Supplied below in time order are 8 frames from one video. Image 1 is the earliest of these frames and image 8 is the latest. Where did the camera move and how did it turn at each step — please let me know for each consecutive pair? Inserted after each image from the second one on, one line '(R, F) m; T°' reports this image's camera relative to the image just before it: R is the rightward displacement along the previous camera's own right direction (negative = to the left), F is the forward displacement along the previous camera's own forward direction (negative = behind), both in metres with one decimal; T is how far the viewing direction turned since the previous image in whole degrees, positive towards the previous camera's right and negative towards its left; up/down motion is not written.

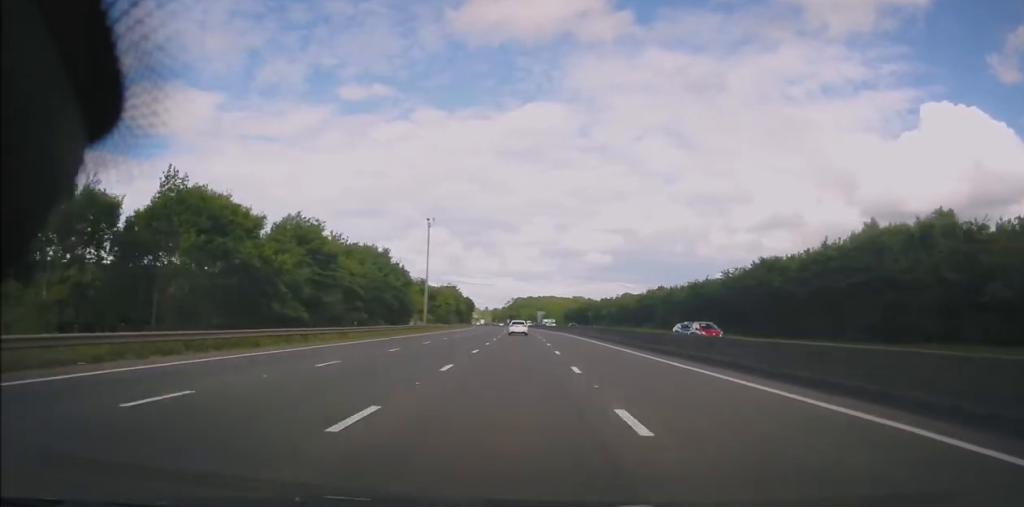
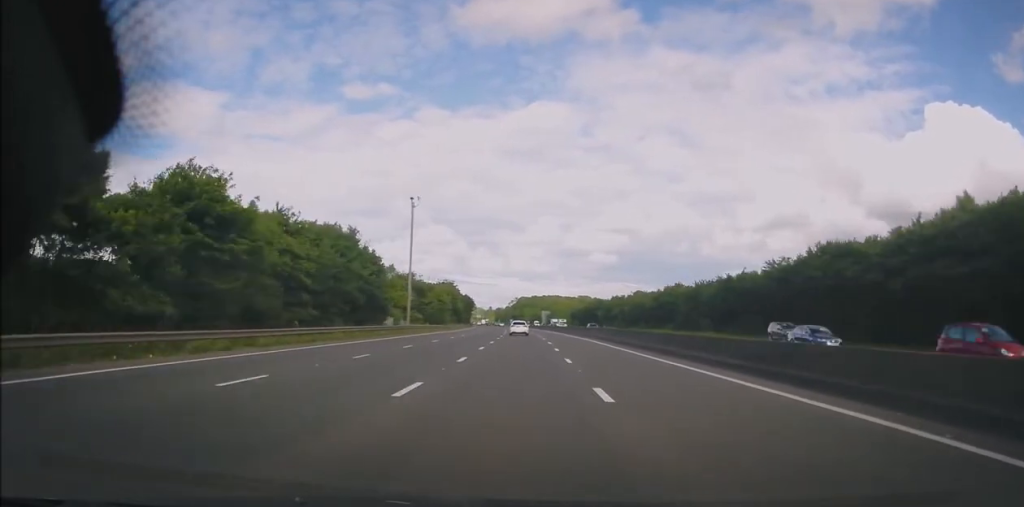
(-0.1, +14.4) m; -1°
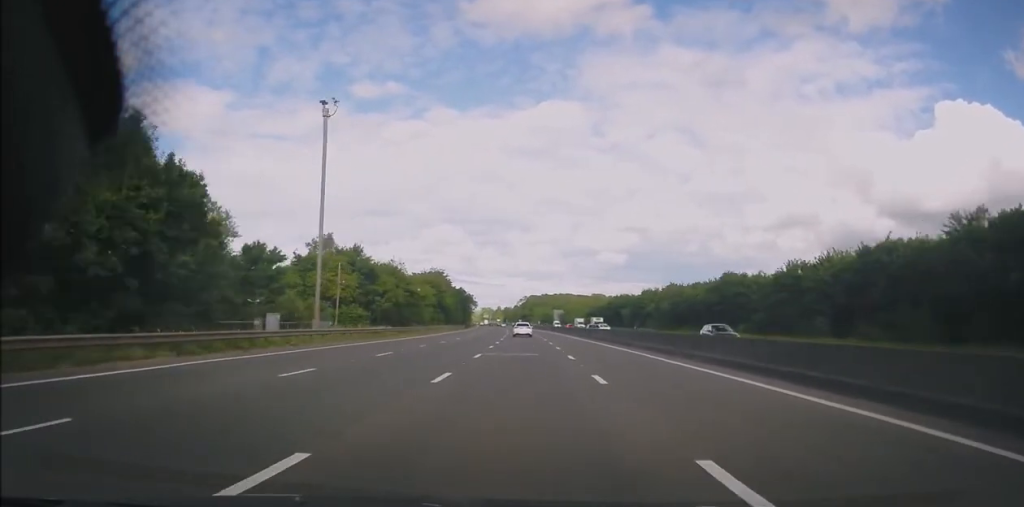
(-0.5, +32.3) m; -1°
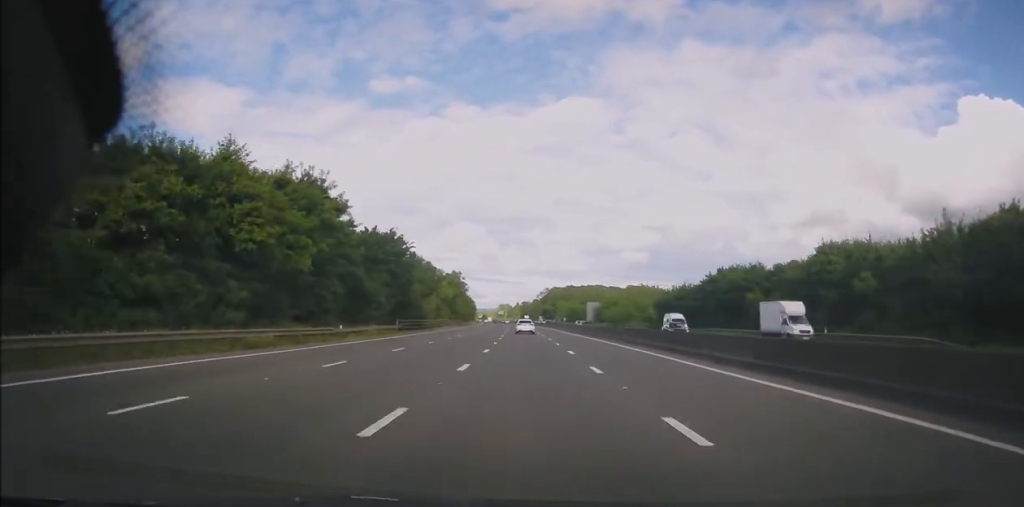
(-0.5, +76.1) m; -1°
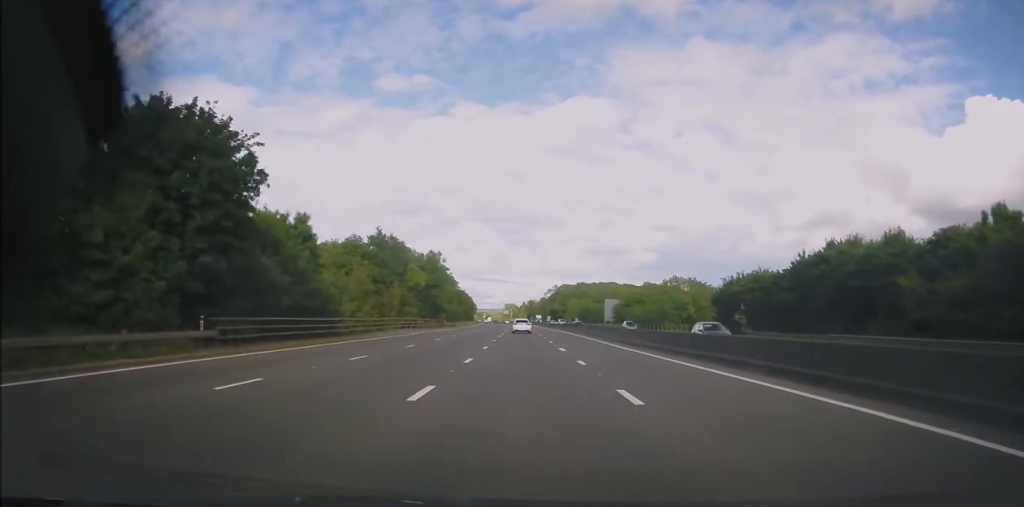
(-0.5, +31.8) m; -1°
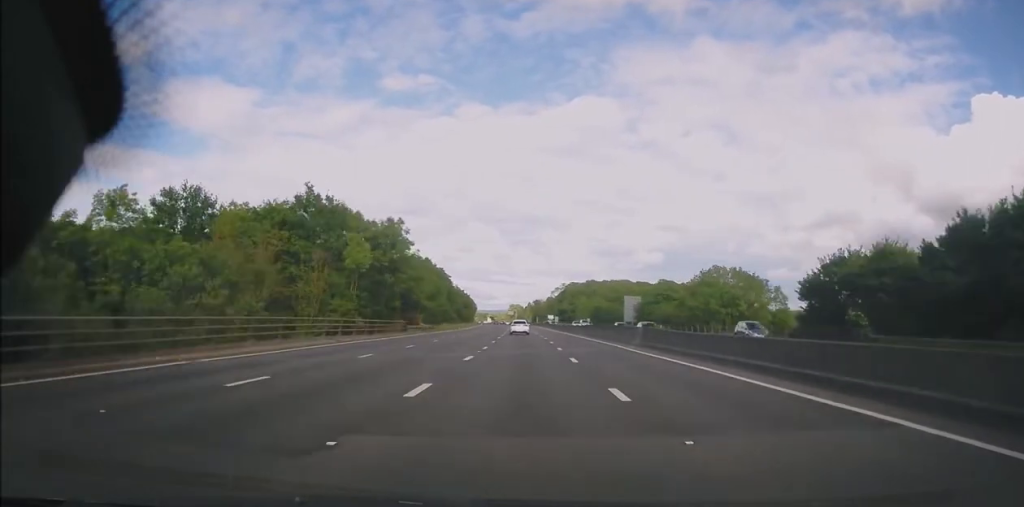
(0.0, +26.2) m; -1°
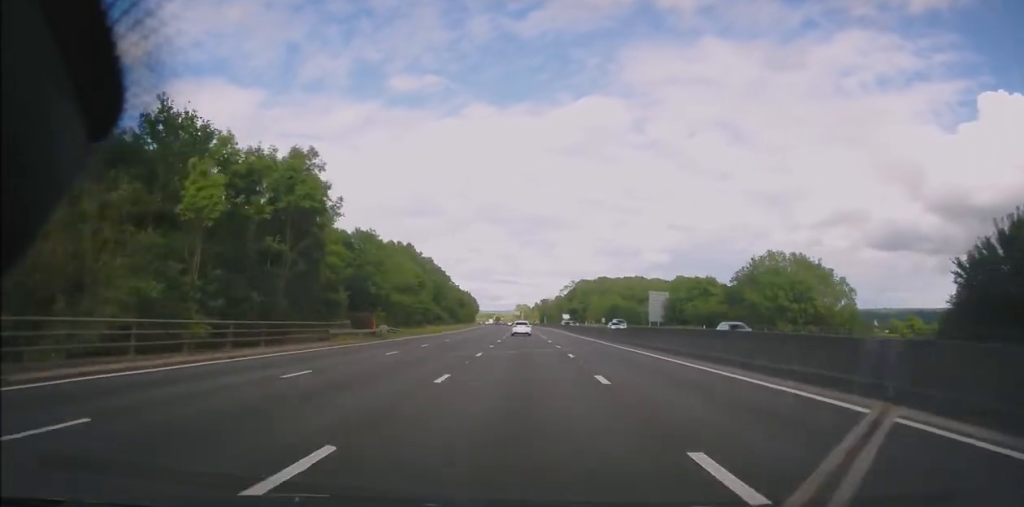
(-0.1, +22.8) m; -1°
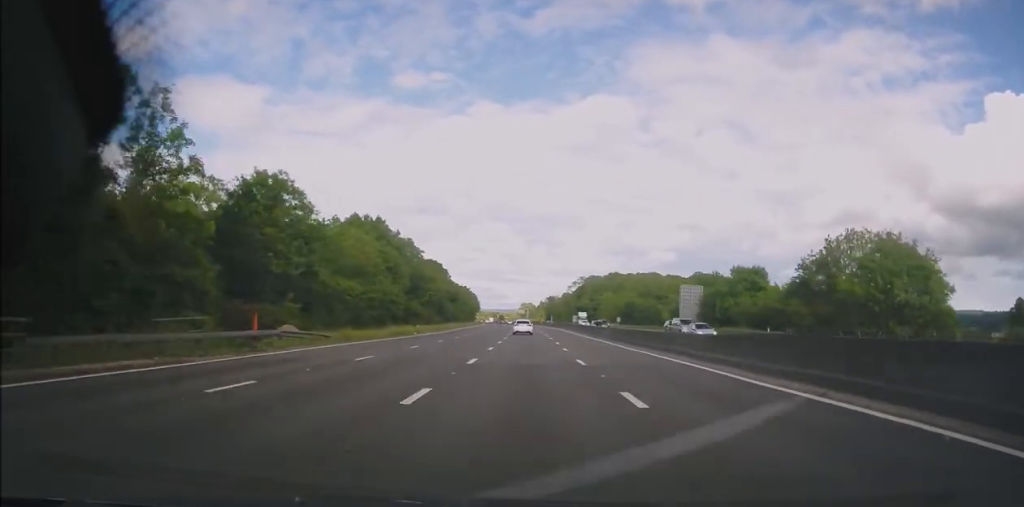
(-0.2, +21.7) m; -1°
